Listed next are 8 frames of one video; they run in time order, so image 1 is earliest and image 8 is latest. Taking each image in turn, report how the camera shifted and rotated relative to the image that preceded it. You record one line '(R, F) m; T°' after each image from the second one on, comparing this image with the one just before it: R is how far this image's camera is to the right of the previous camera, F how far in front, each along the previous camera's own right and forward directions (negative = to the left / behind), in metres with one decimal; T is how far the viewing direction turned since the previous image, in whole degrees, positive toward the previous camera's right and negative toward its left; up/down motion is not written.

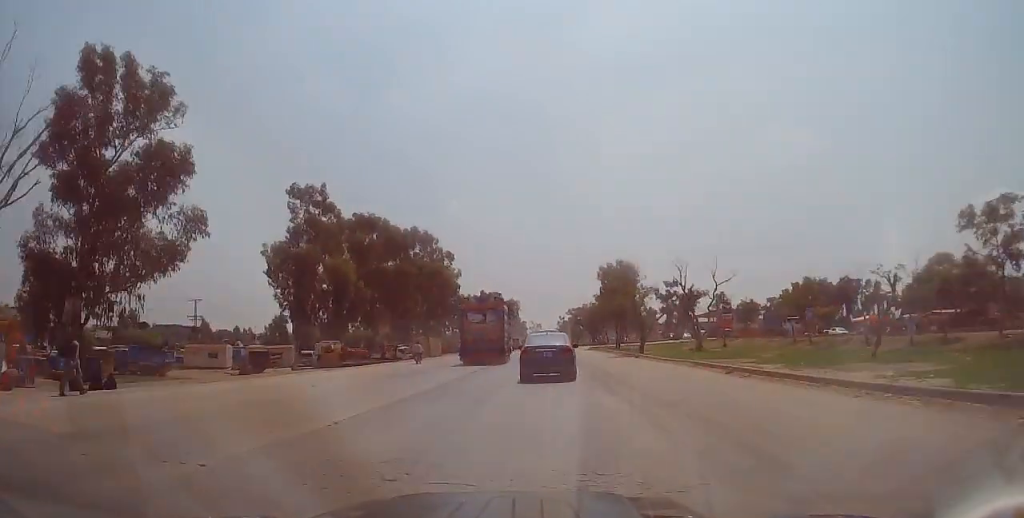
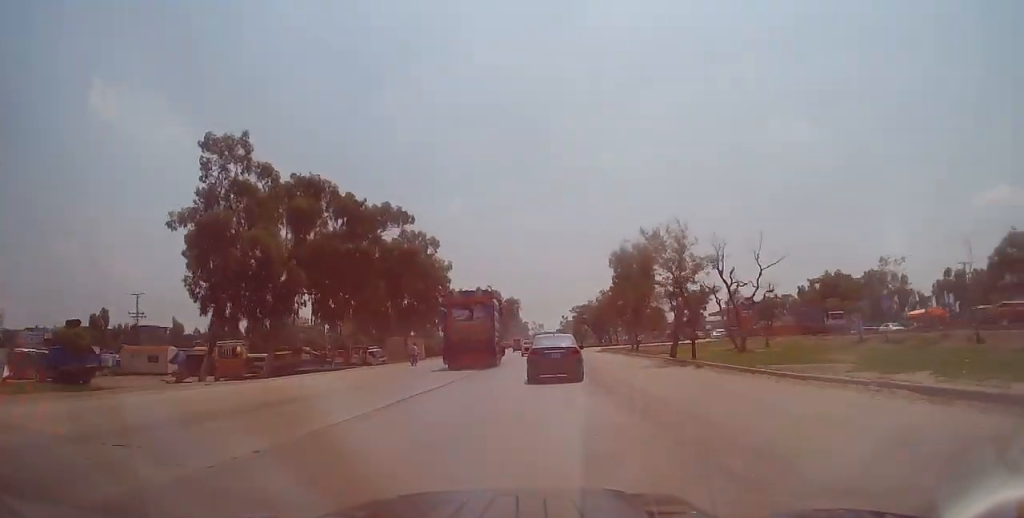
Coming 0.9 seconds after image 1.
(-0.2, +14.3) m; -1°
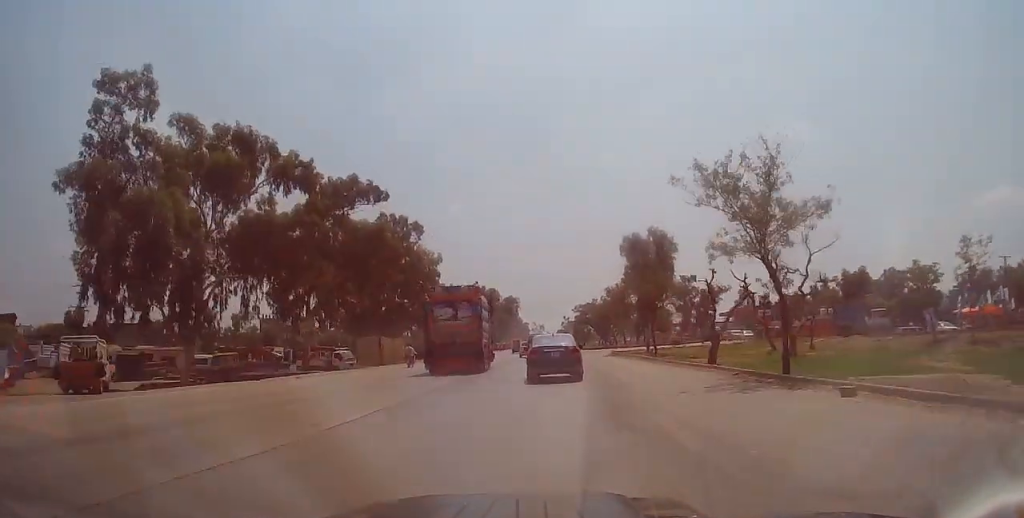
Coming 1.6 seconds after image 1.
(-0.2, +10.7) m; 0°
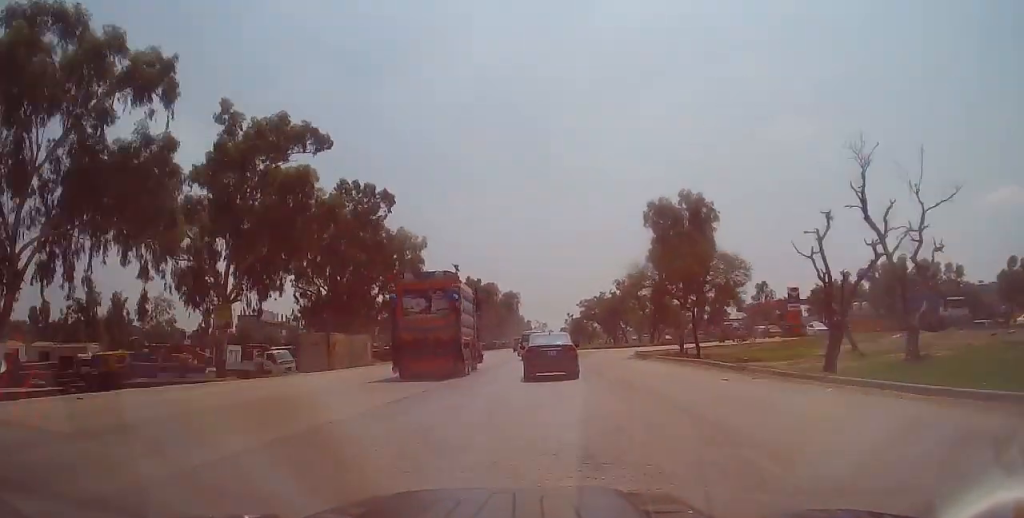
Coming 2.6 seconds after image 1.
(+0.2, +14.4) m; +1°
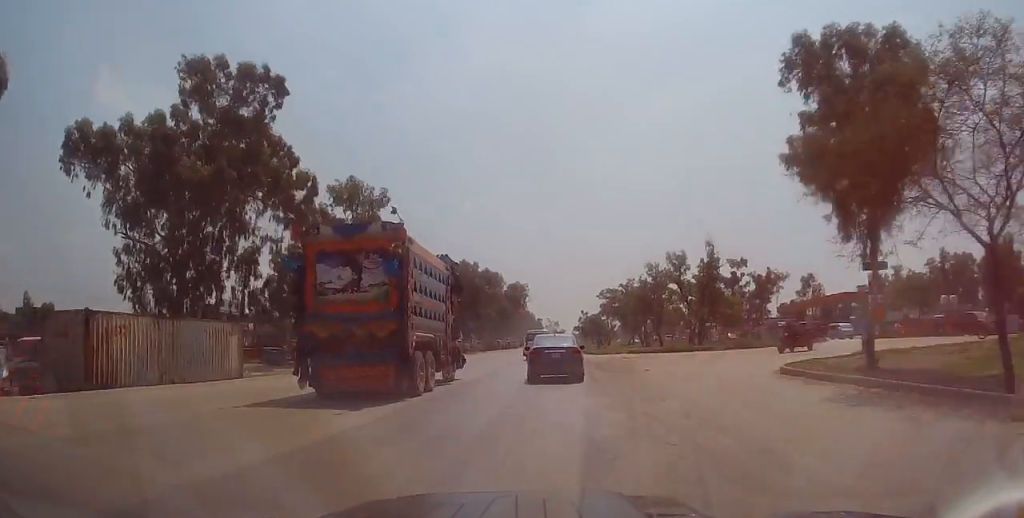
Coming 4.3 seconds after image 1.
(+0.3, +26.4) m; -1°
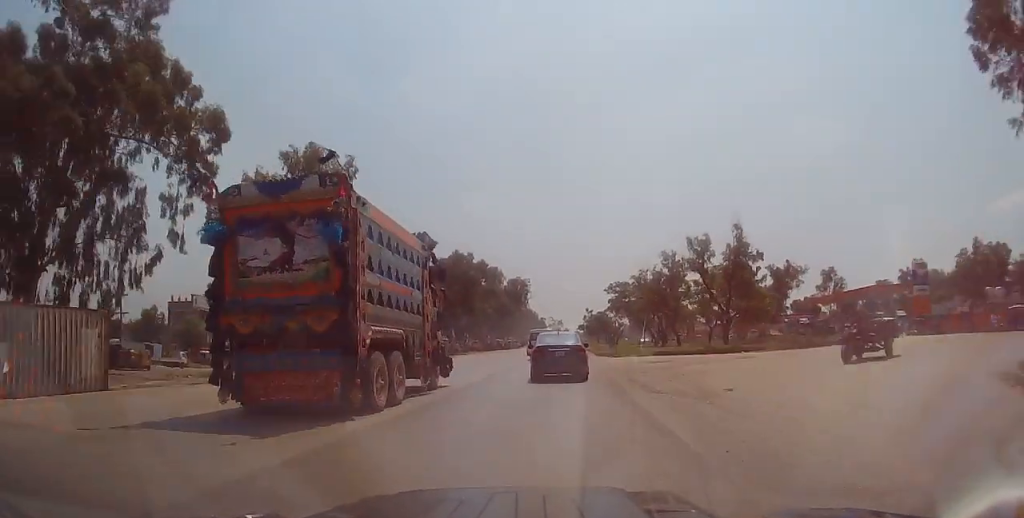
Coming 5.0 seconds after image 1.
(-0.1, +11.0) m; -1°
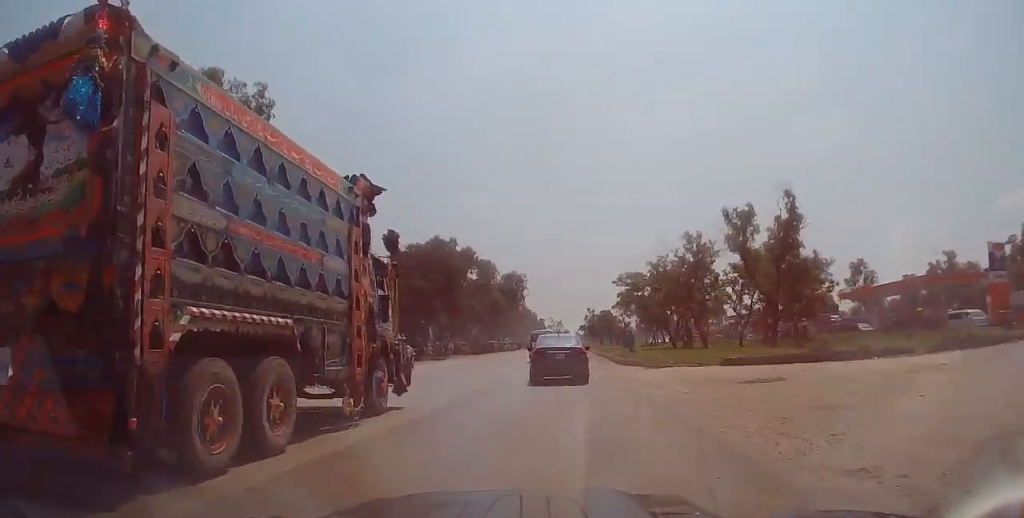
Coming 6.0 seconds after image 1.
(-0.4, +15.8) m; 0°
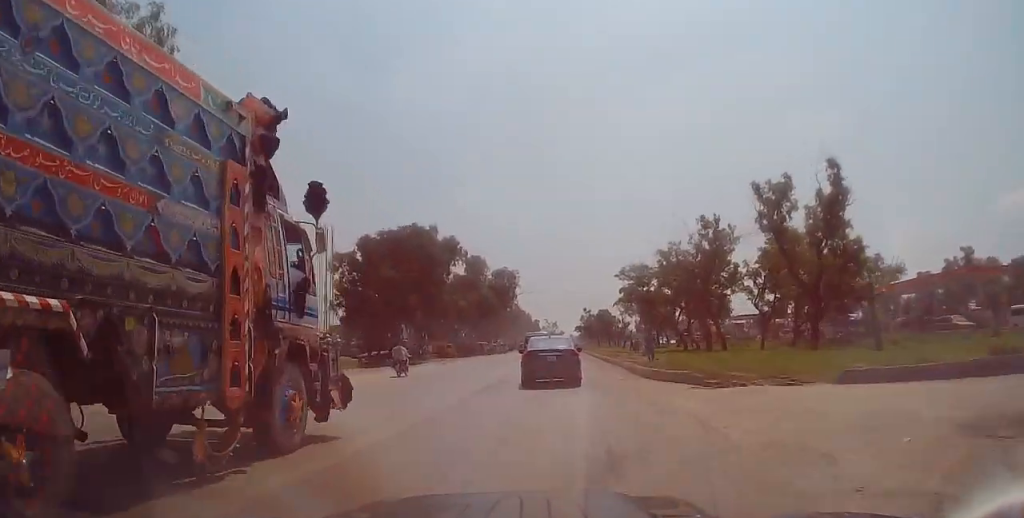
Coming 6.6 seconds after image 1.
(+0.4, +10.0) m; +1°
